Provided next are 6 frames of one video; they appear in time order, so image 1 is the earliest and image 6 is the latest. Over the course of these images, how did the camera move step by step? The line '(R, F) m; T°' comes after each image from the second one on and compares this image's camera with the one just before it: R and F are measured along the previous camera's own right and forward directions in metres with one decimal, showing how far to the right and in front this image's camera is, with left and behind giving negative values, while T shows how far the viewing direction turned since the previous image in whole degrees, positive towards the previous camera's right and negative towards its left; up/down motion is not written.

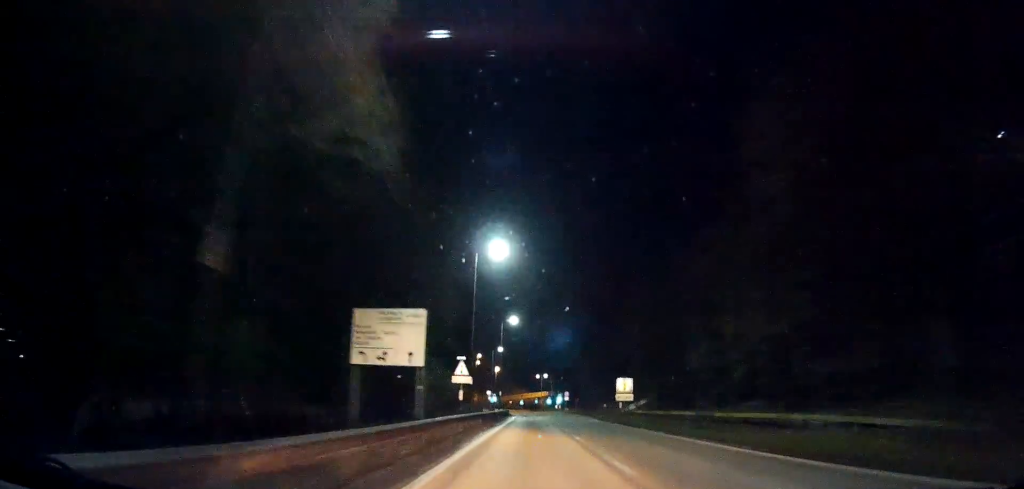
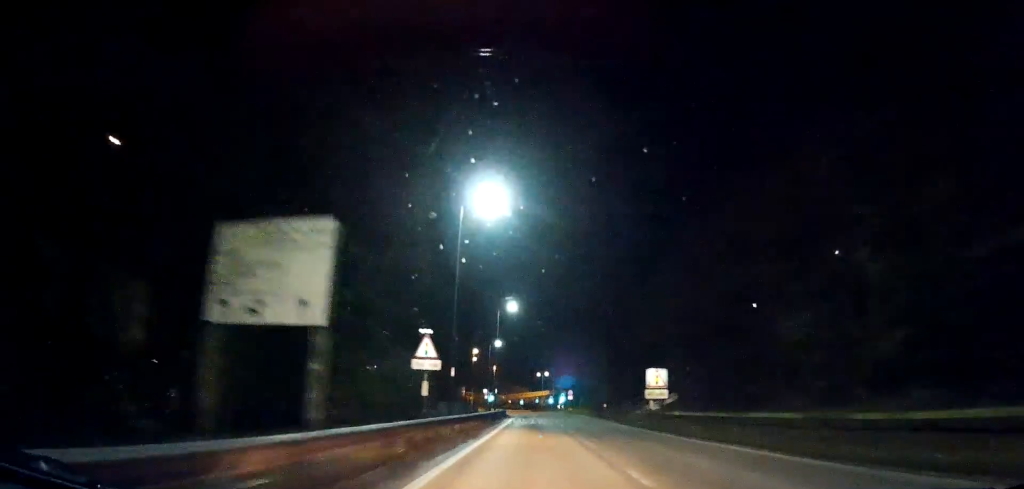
(+0.1, +11.1) m; 0°
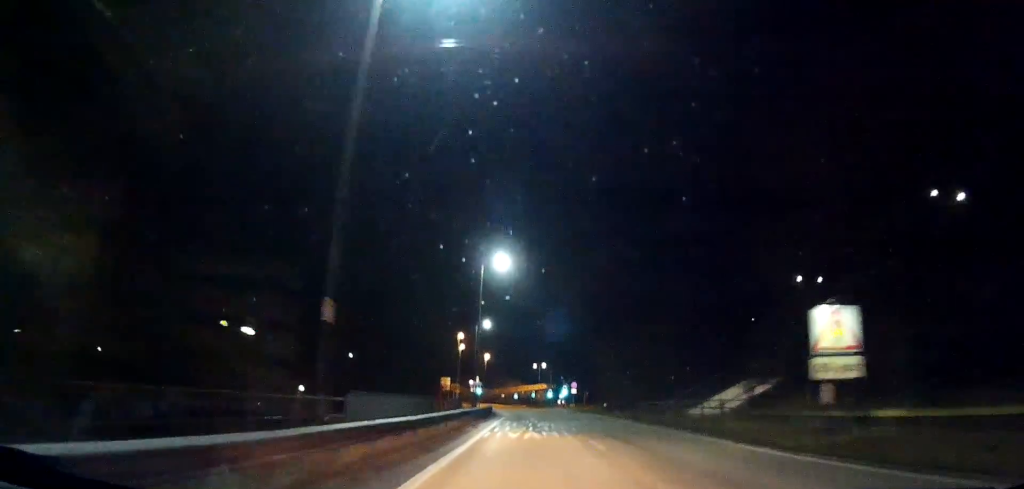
(-0.3, +20.1) m; 0°
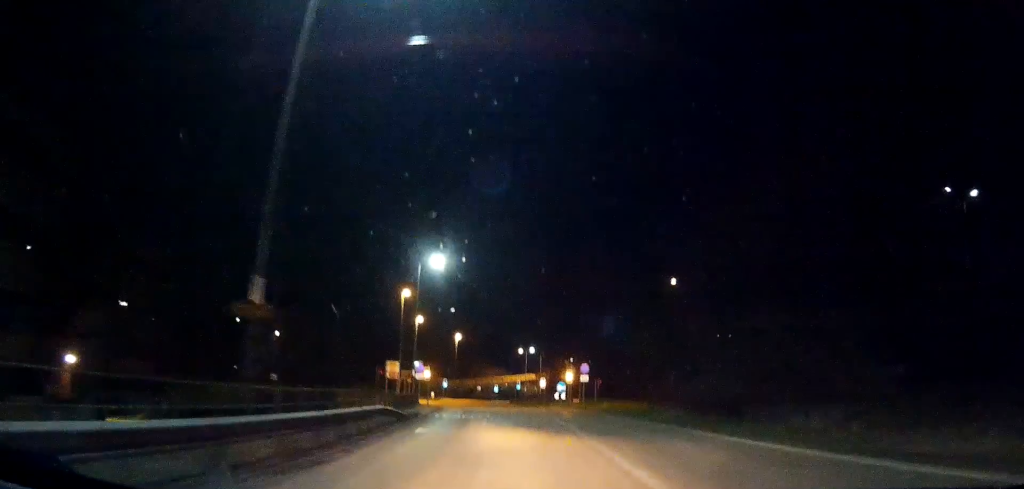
(+1.1, +39.1) m; +1°
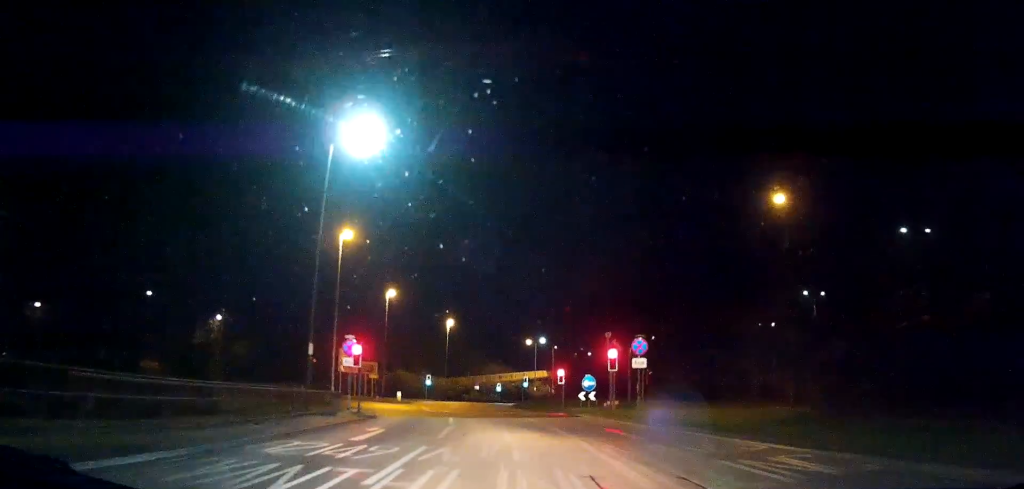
(-0.9, +26.0) m; 0°
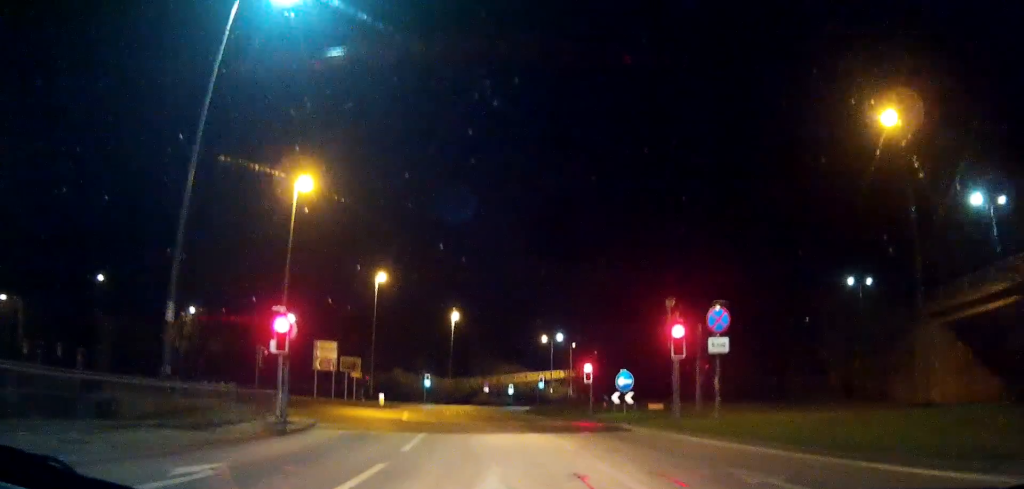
(+0.6, +12.5) m; +7°
